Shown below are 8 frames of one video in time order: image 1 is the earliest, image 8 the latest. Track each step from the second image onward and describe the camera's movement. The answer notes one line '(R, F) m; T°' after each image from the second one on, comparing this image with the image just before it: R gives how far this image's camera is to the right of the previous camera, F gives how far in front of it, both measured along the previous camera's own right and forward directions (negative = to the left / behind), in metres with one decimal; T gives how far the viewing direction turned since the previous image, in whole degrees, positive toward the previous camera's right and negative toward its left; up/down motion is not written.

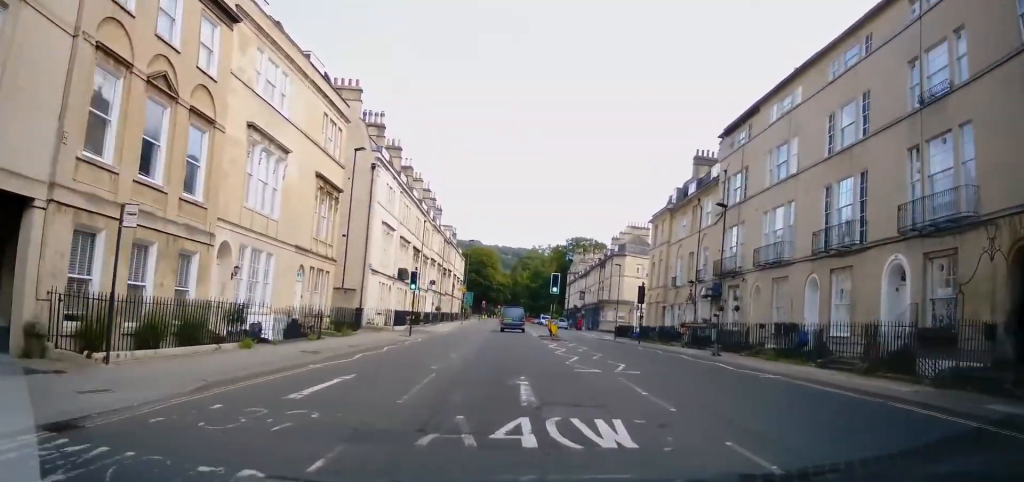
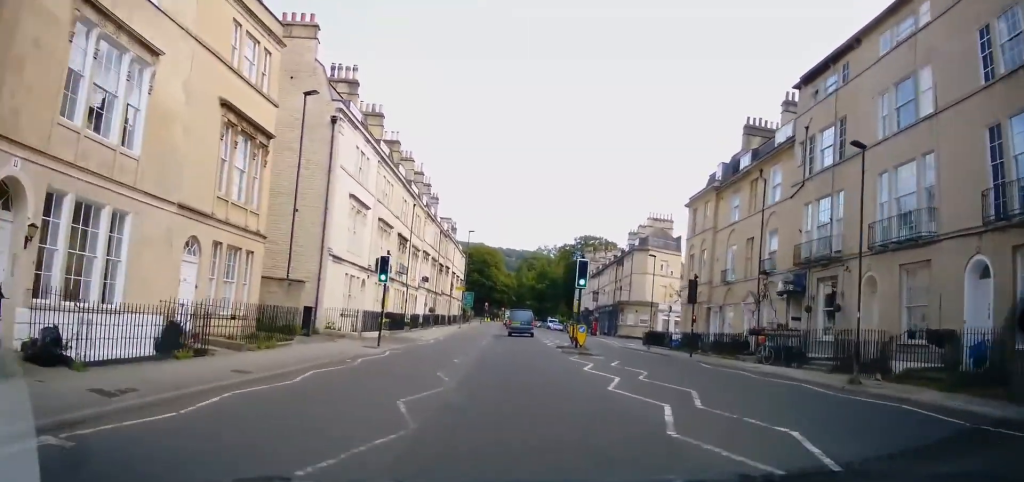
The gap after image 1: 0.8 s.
(+0.5, +10.0) m; 0°
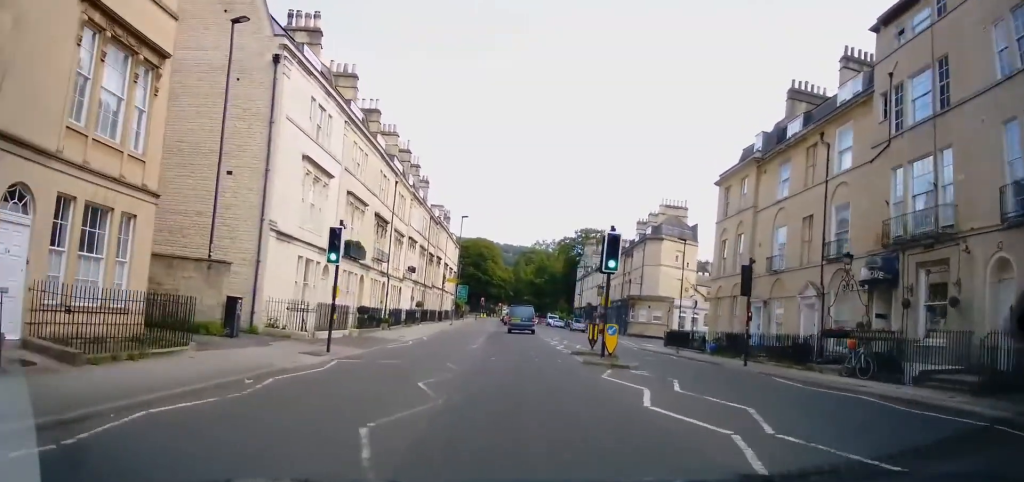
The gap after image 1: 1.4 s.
(-0.1, +7.1) m; -1°
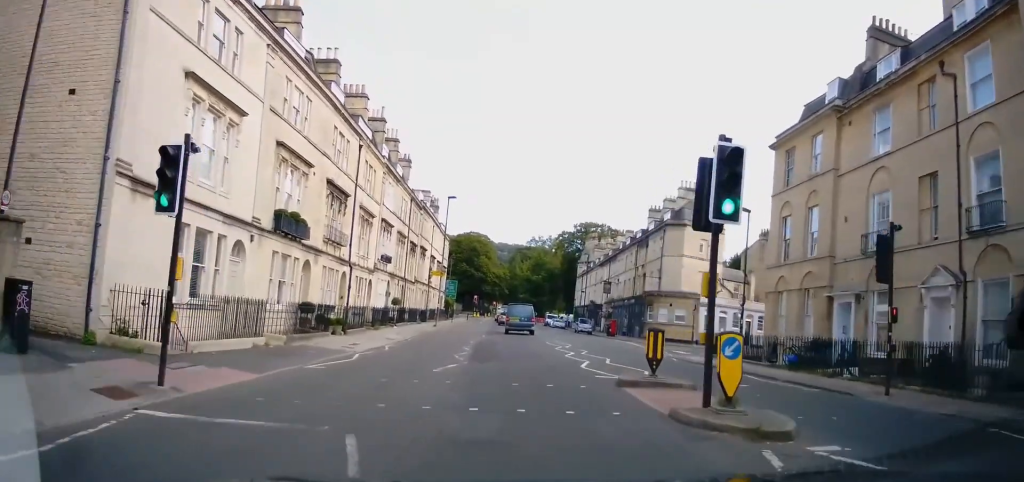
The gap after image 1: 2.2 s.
(-0.3, +9.3) m; -1°
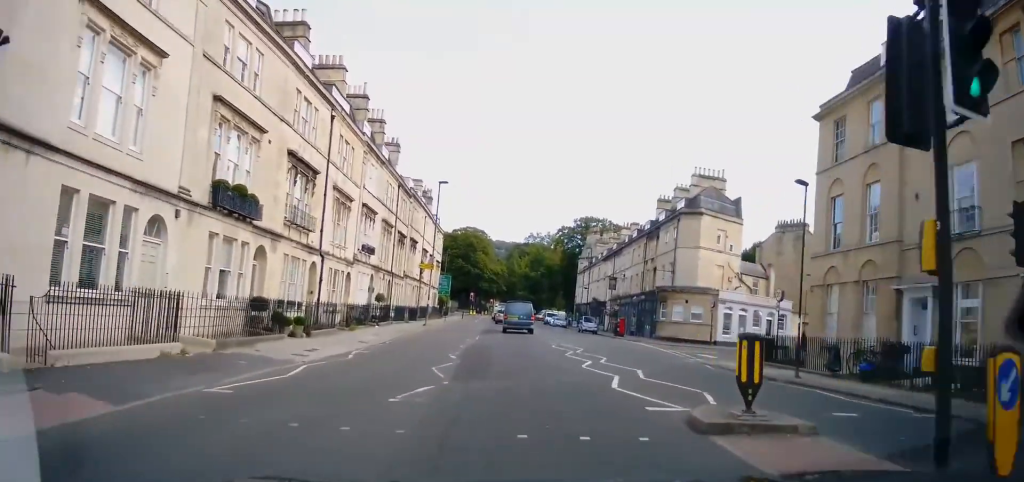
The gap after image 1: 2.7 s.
(+0.1, +5.0) m; 0°
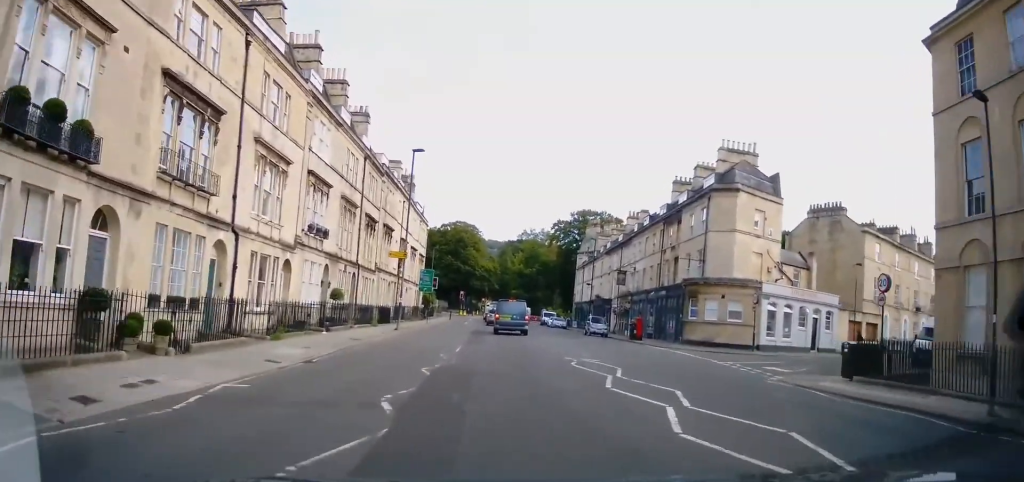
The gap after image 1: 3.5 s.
(+0.1, +8.8) m; 0°
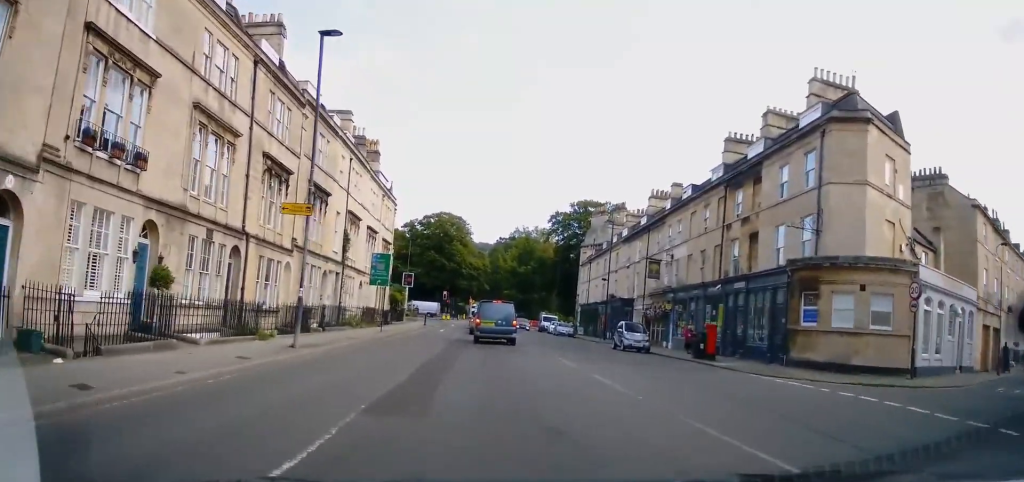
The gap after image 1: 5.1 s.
(0.0, +16.2) m; +1°
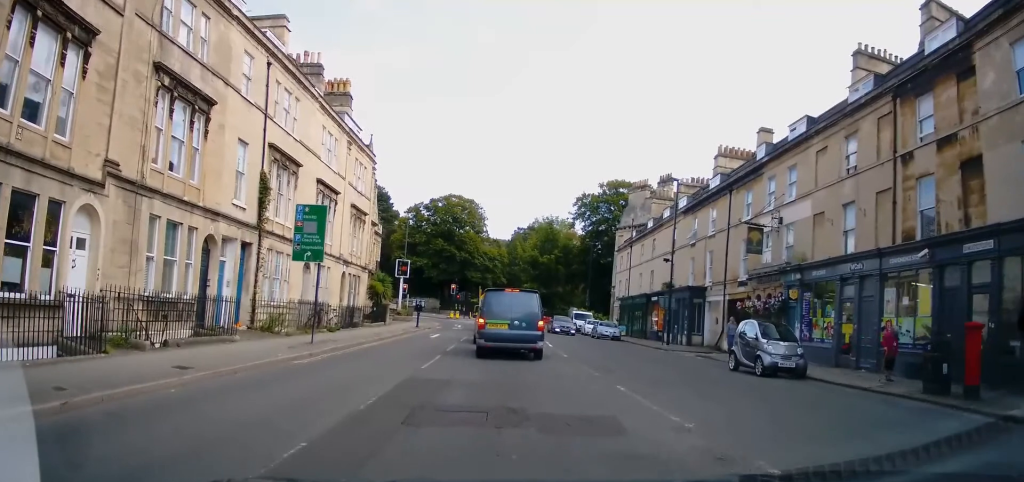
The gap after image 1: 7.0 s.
(0.0, +15.9) m; -2°
